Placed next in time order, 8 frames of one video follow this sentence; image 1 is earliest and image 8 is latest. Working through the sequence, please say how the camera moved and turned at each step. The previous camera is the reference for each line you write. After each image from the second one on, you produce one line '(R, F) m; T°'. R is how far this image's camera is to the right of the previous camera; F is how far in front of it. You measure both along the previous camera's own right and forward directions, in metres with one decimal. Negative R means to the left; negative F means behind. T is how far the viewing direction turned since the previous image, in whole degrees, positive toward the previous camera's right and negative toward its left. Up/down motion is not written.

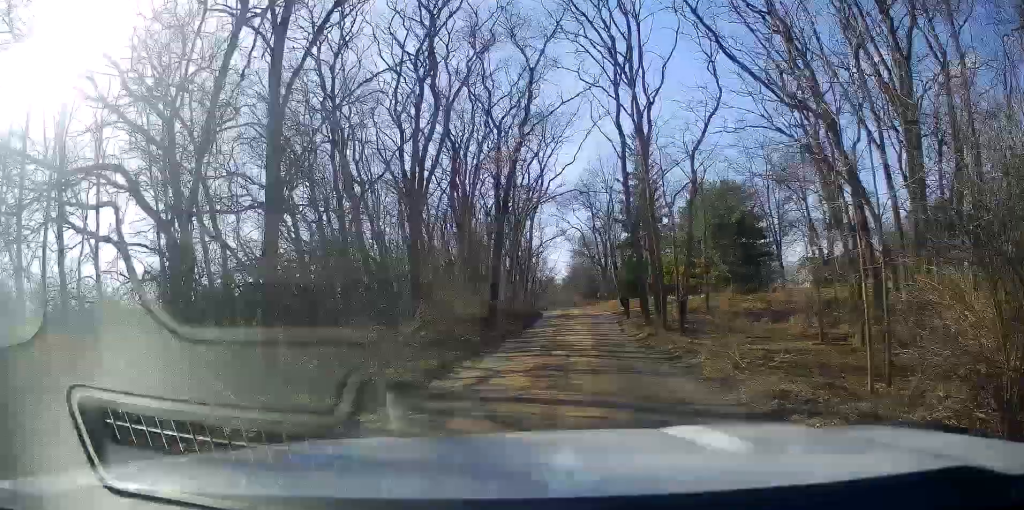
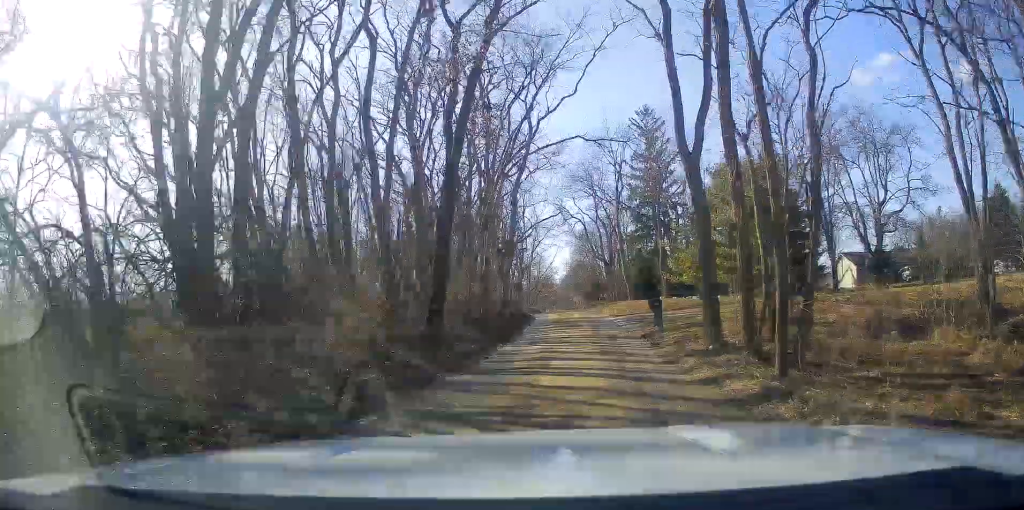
(+0.8, +13.8) m; +2°
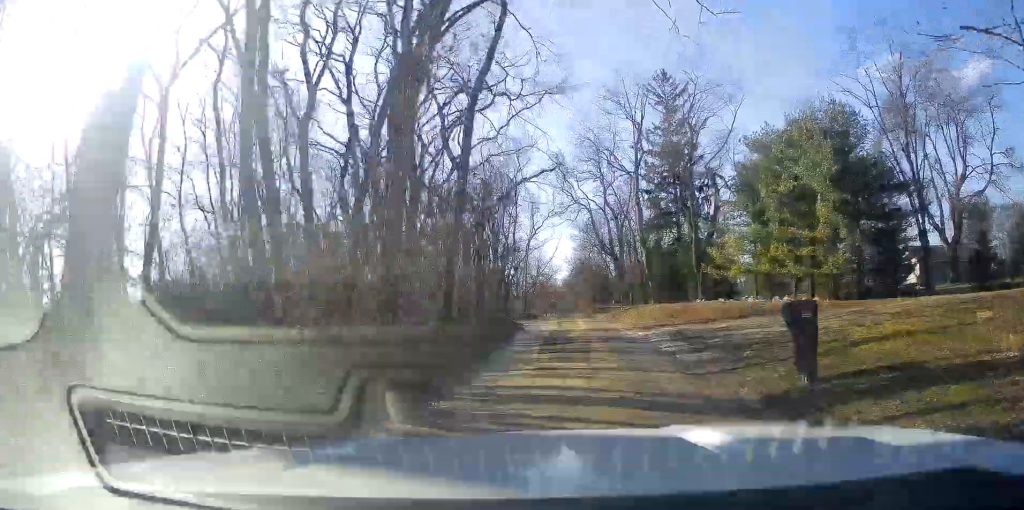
(-0.2, +15.1) m; 0°
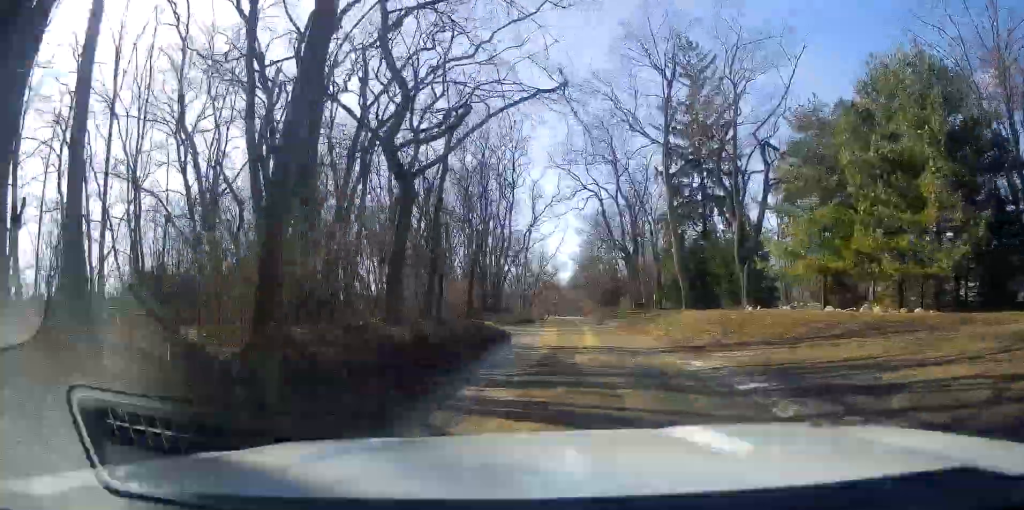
(+0.2, +10.3) m; +1°
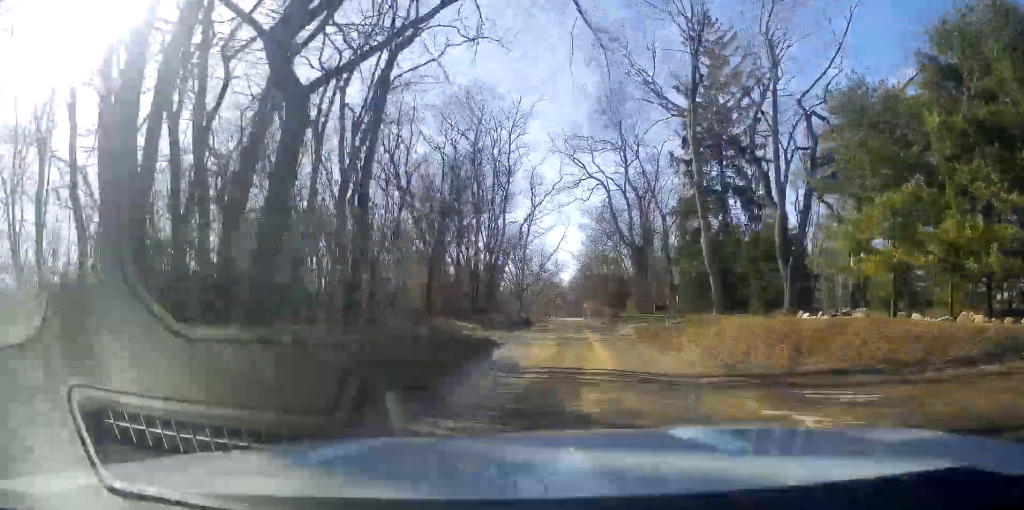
(-0.1, +6.7) m; 0°
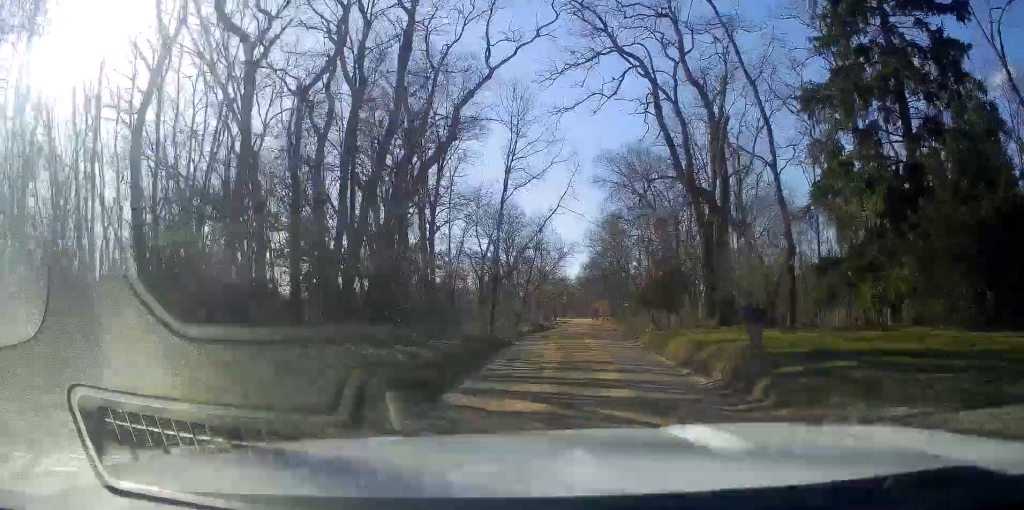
(-0.7, +33.1) m; -2°
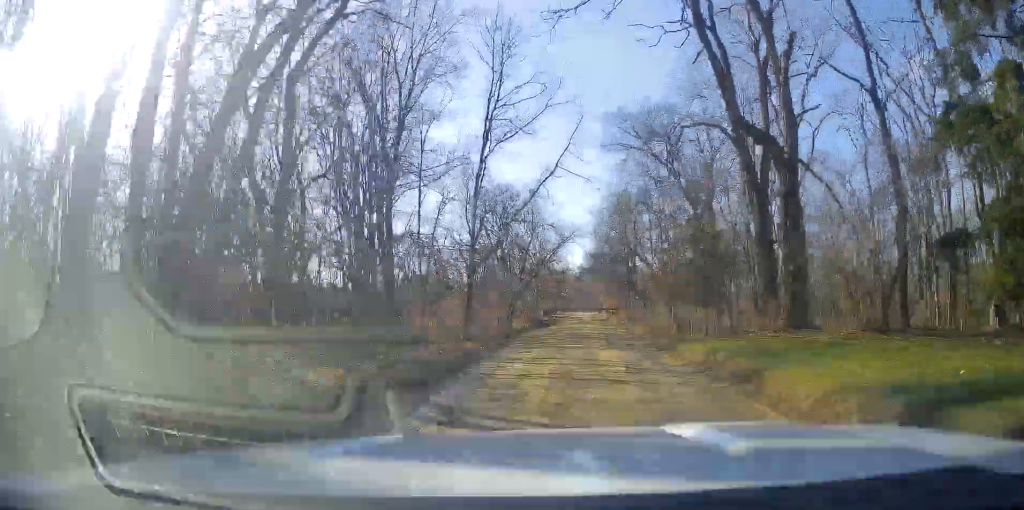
(-0.1, +10.9) m; 0°
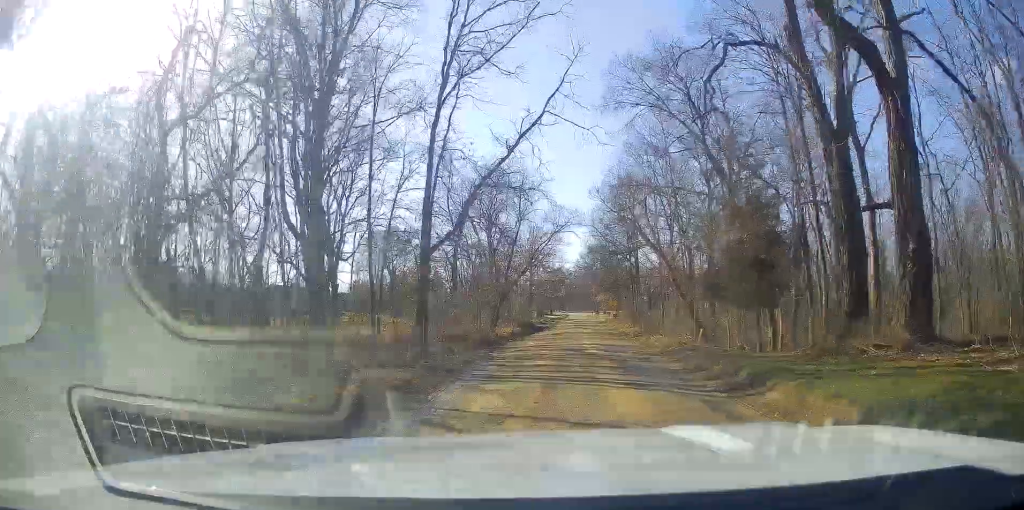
(0.0, +9.3) m; 0°
